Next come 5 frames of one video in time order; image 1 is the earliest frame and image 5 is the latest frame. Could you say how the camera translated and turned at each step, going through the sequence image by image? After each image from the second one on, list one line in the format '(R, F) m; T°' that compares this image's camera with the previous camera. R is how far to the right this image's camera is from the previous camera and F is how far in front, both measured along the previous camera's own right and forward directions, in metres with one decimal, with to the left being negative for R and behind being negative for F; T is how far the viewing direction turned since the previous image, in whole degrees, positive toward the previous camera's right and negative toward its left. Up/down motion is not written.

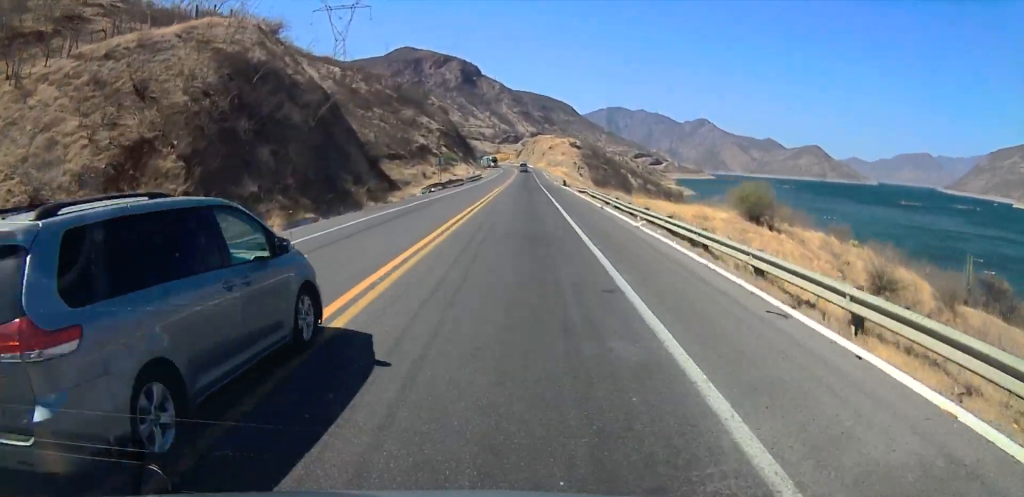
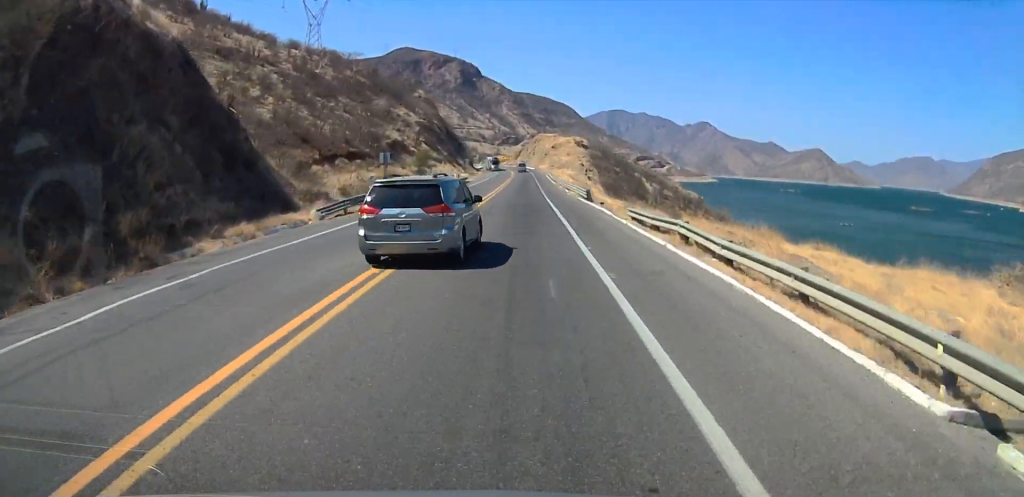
(+0.7, +29.0) m; +2°
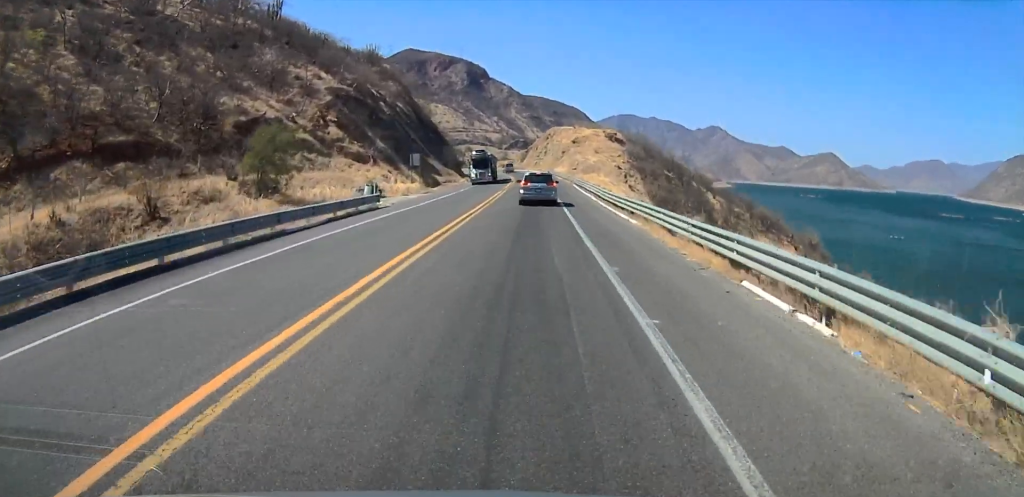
(-1.3, +63.1) m; -2°
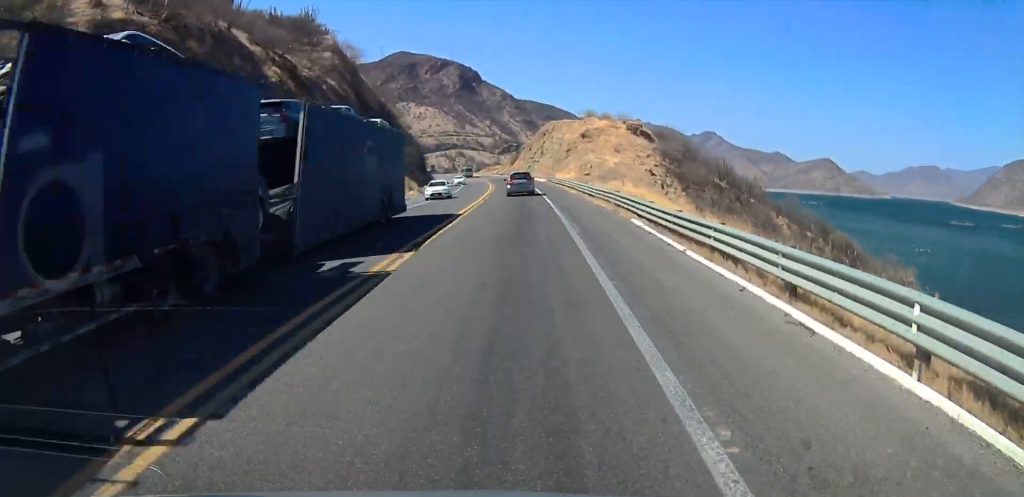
(+1.0, +41.7) m; +1°
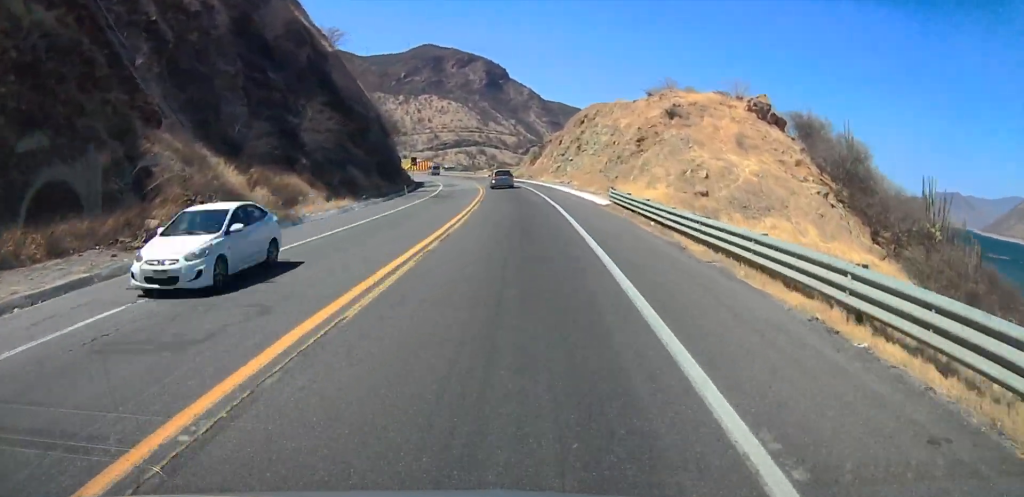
(-1.7, +48.3) m; -3°
